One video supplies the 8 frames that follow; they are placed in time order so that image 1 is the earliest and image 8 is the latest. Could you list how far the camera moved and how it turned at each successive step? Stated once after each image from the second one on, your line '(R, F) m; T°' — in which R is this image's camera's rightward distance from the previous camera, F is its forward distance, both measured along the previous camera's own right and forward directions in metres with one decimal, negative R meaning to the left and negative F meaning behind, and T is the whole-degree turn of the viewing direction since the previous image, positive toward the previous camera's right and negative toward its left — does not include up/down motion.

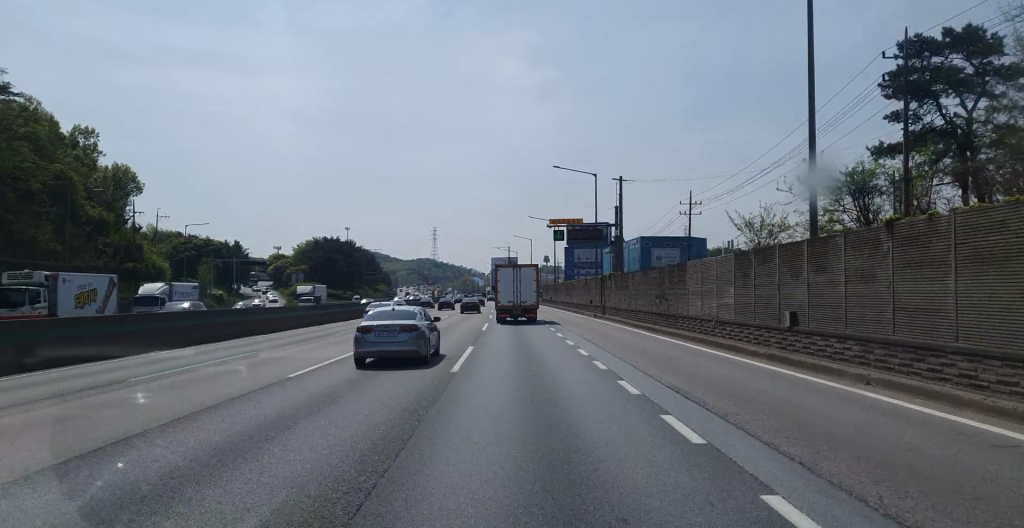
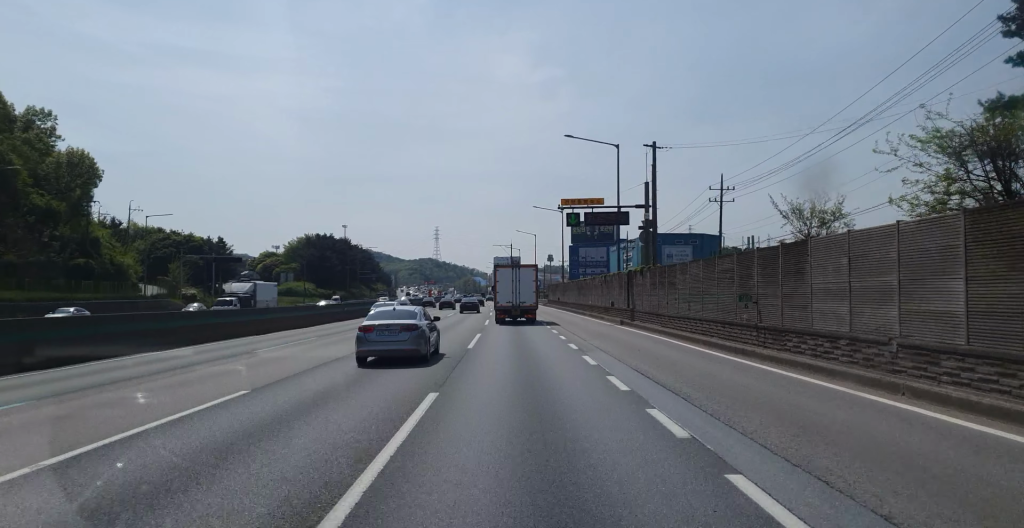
(-0.1, +12.4) m; 0°
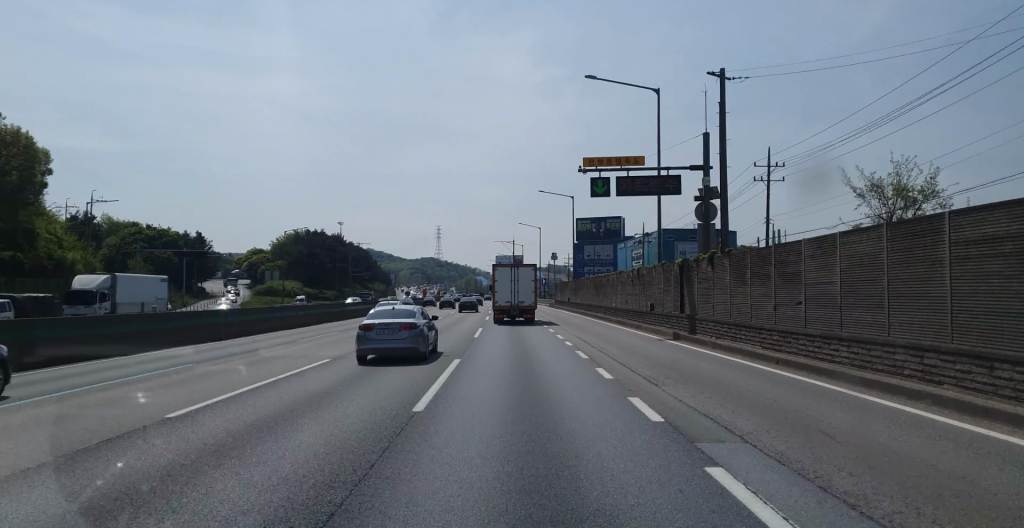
(+0.1, +13.6) m; 0°
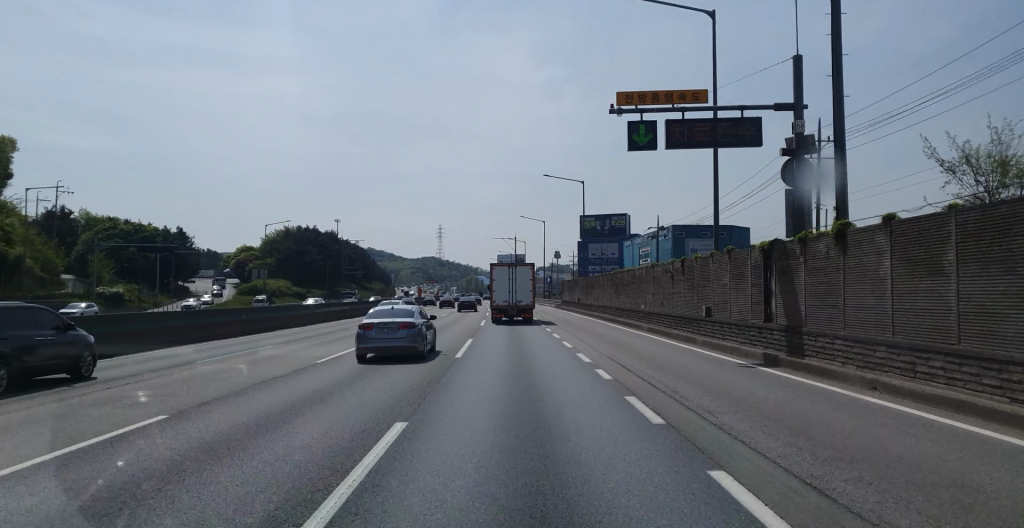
(0.0, +10.2) m; 0°
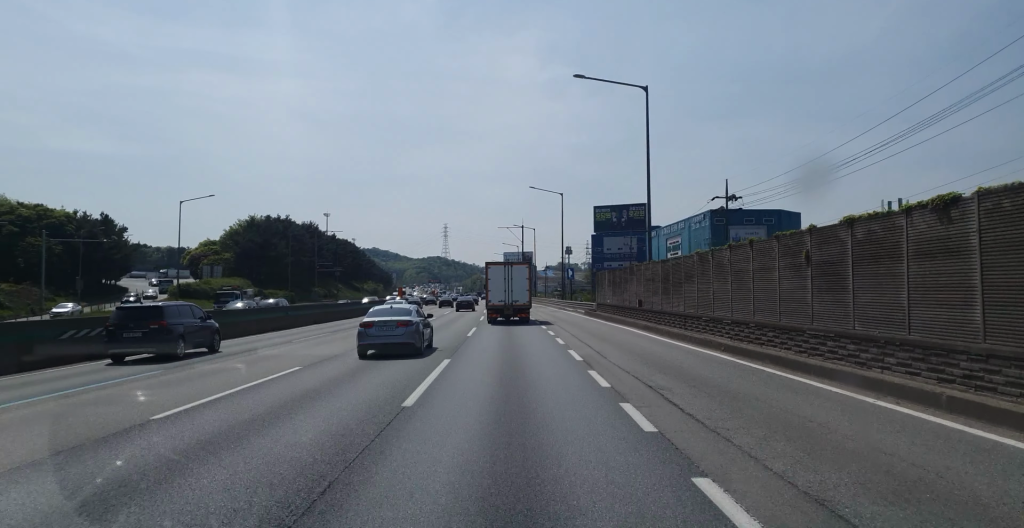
(-0.4, +30.7) m; -2°
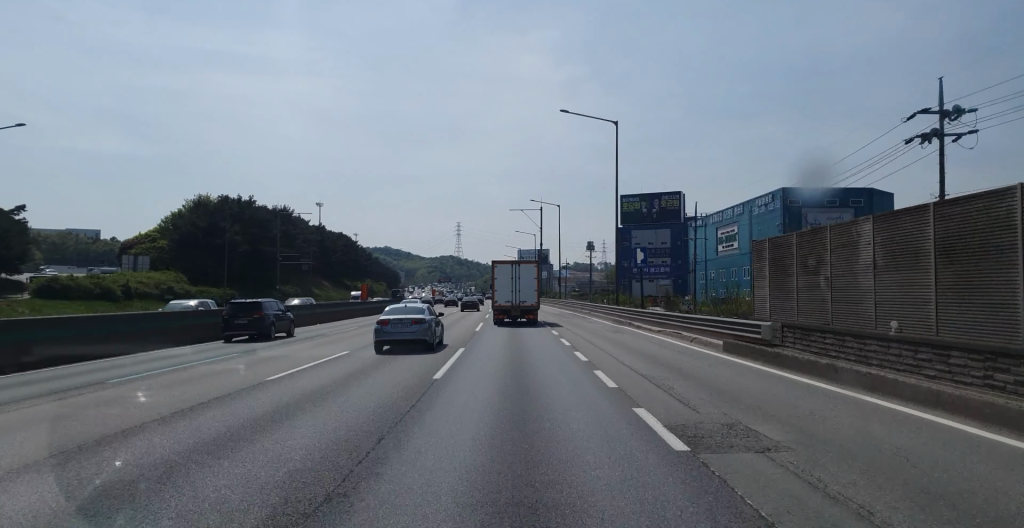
(-0.5, +34.4) m; -2°
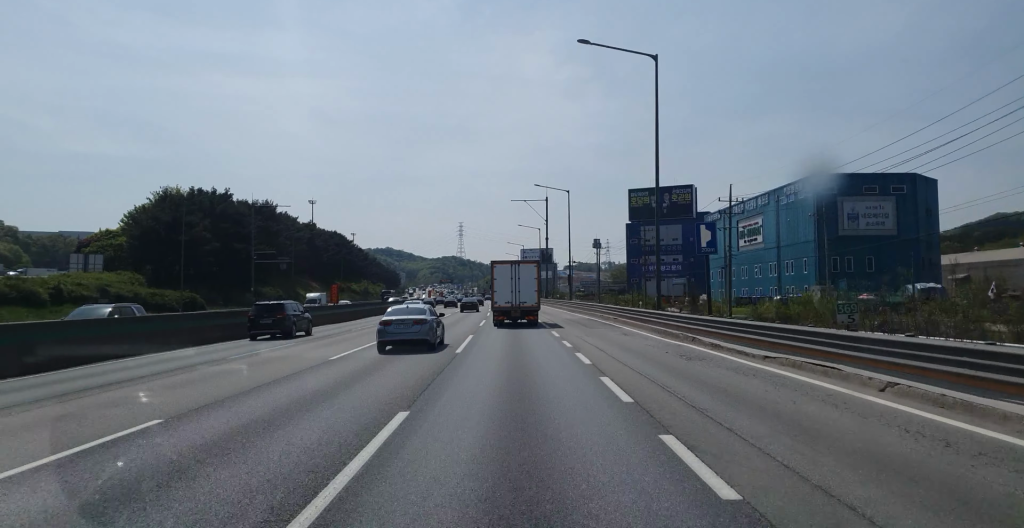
(-0.3, +13.1) m; 0°
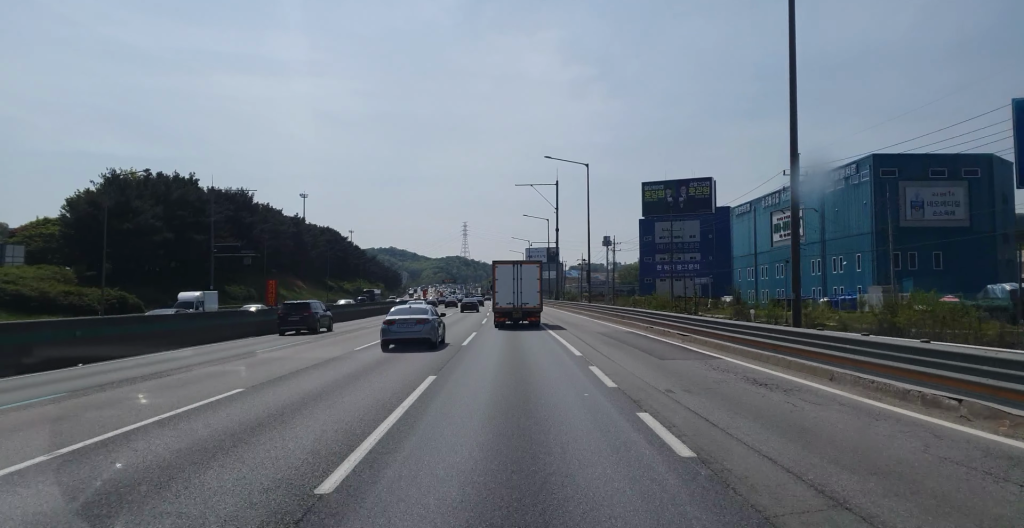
(+0.3, +16.6) m; +1°
